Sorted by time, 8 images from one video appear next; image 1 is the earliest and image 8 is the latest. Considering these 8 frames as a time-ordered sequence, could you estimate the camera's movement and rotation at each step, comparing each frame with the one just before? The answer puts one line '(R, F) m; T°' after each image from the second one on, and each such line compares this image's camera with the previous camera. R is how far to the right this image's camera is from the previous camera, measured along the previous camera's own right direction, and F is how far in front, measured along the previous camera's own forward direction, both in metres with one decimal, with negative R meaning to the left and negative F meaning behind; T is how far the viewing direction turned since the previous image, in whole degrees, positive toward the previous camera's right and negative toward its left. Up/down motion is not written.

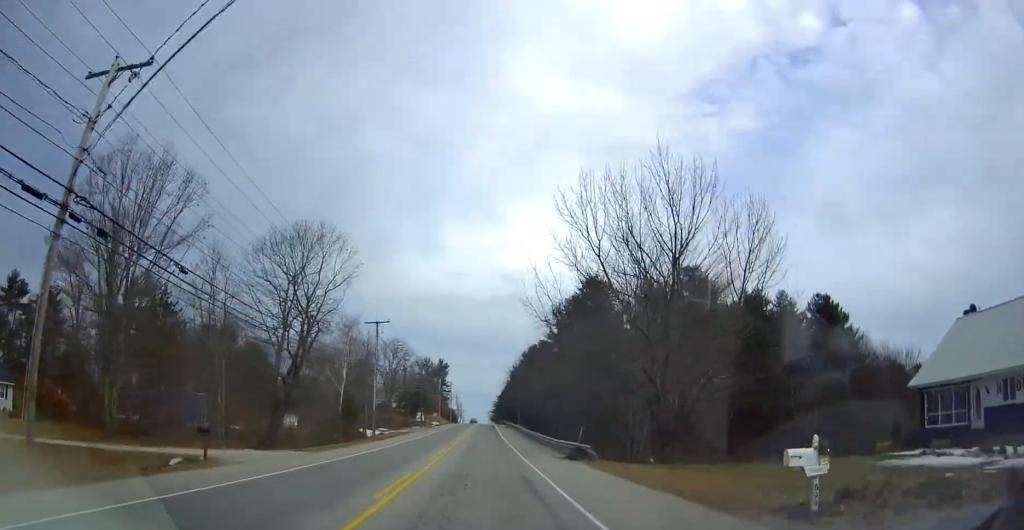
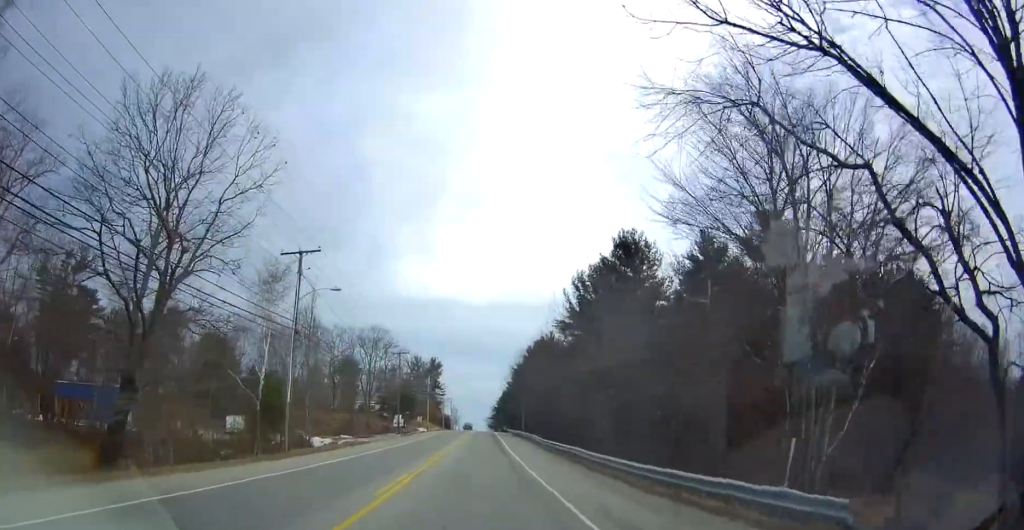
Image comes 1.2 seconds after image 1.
(-0.1, +23.8) m; -1°
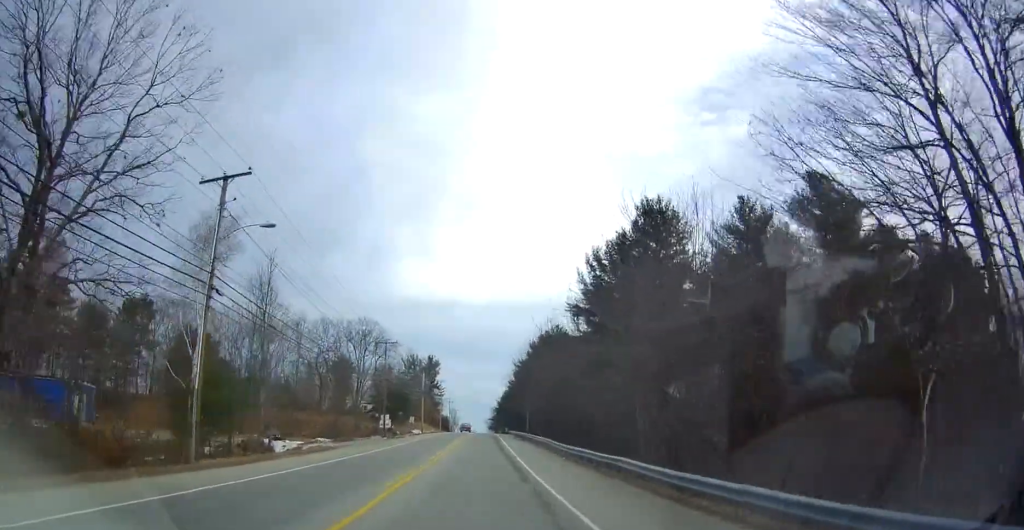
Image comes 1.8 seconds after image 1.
(0.0, +10.8) m; 0°
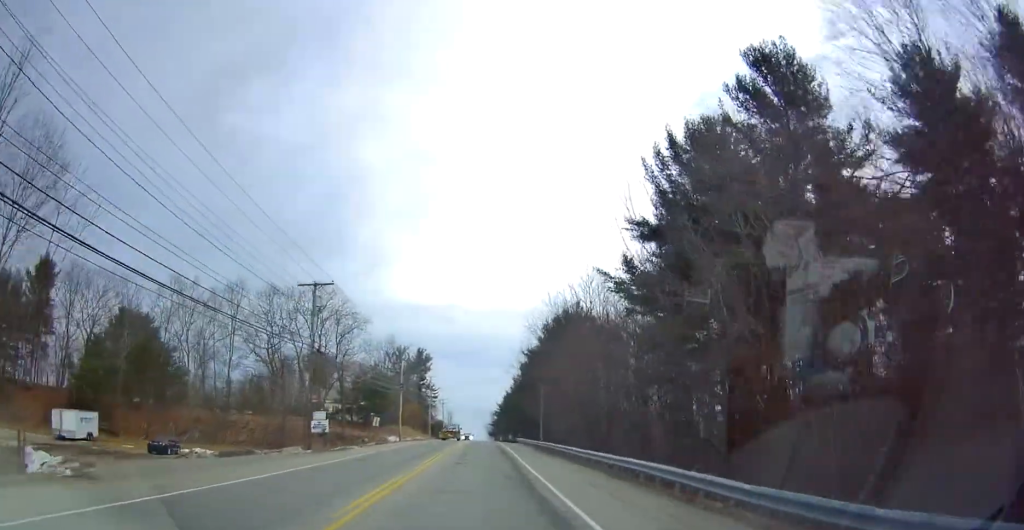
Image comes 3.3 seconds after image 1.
(-0.1, +27.4) m; 0°
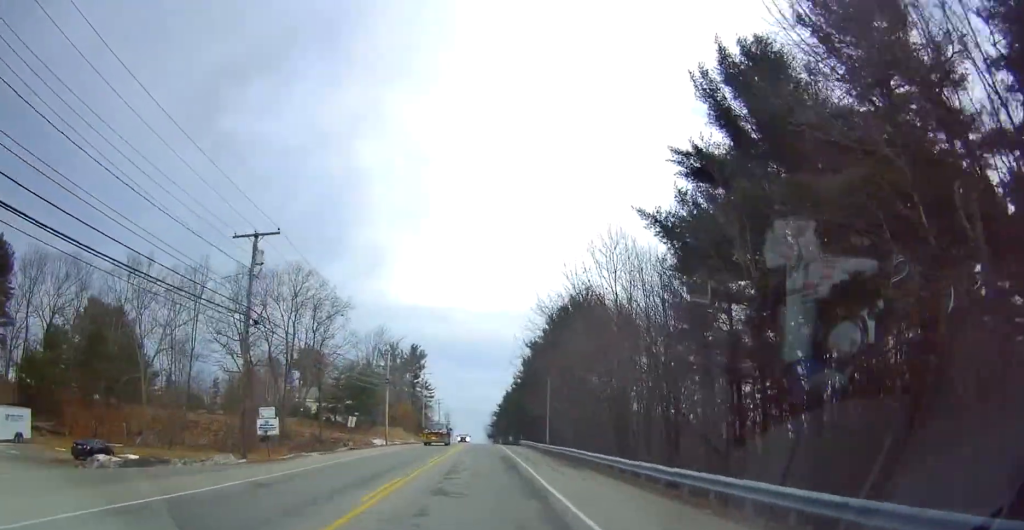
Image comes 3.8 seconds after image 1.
(0.0, +9.9) m; 0°
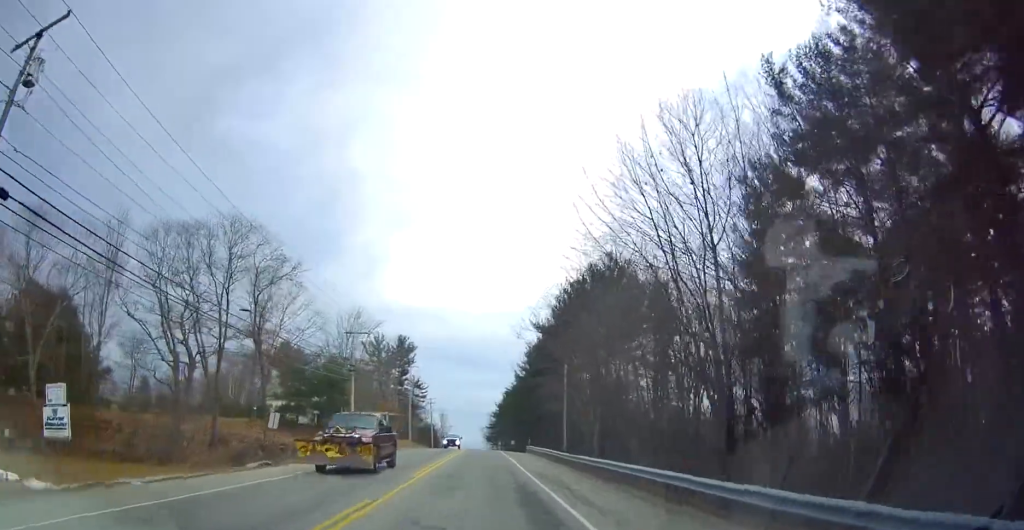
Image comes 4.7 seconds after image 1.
(0.0, +17.0) m; +2°
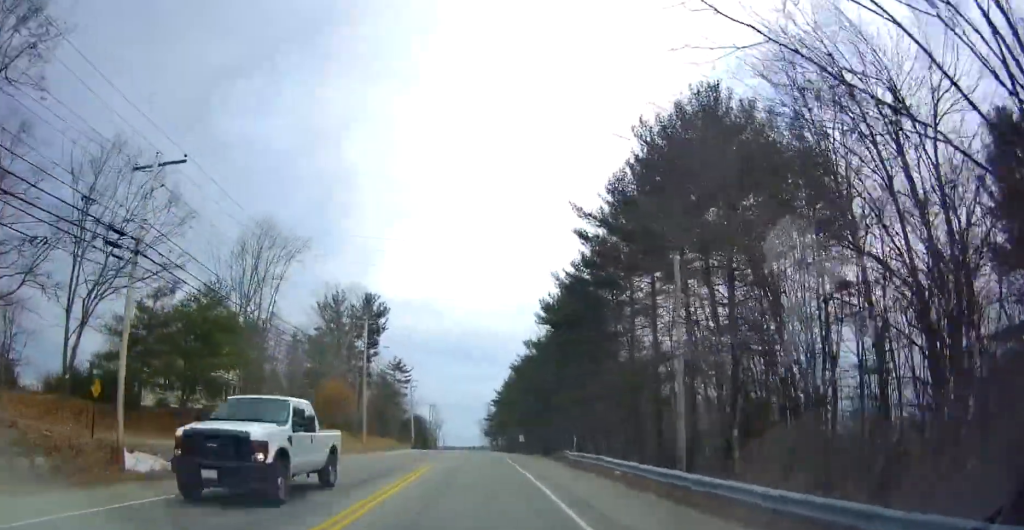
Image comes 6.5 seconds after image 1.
(+1.0, +34.2) m; -2°
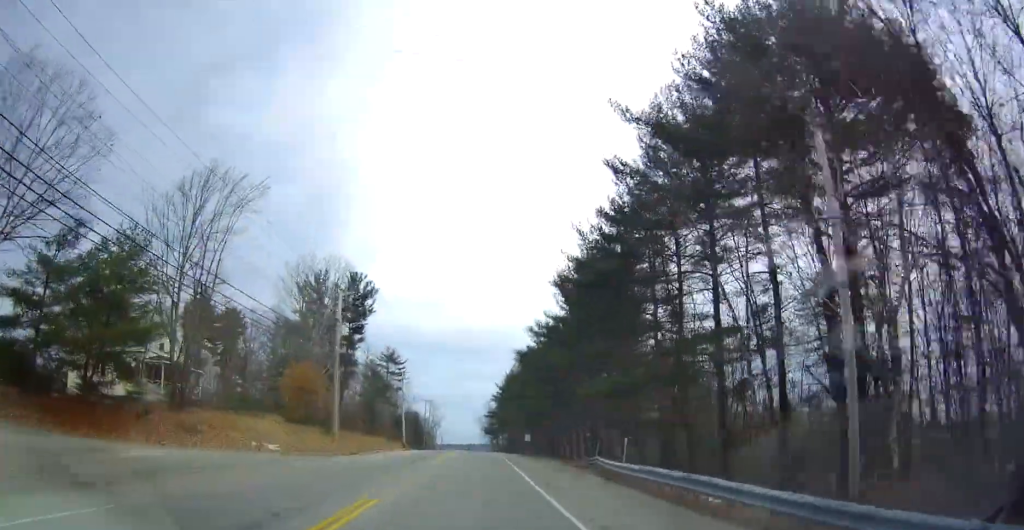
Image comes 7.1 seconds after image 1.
(-0.7, +11.3) m; 0°
